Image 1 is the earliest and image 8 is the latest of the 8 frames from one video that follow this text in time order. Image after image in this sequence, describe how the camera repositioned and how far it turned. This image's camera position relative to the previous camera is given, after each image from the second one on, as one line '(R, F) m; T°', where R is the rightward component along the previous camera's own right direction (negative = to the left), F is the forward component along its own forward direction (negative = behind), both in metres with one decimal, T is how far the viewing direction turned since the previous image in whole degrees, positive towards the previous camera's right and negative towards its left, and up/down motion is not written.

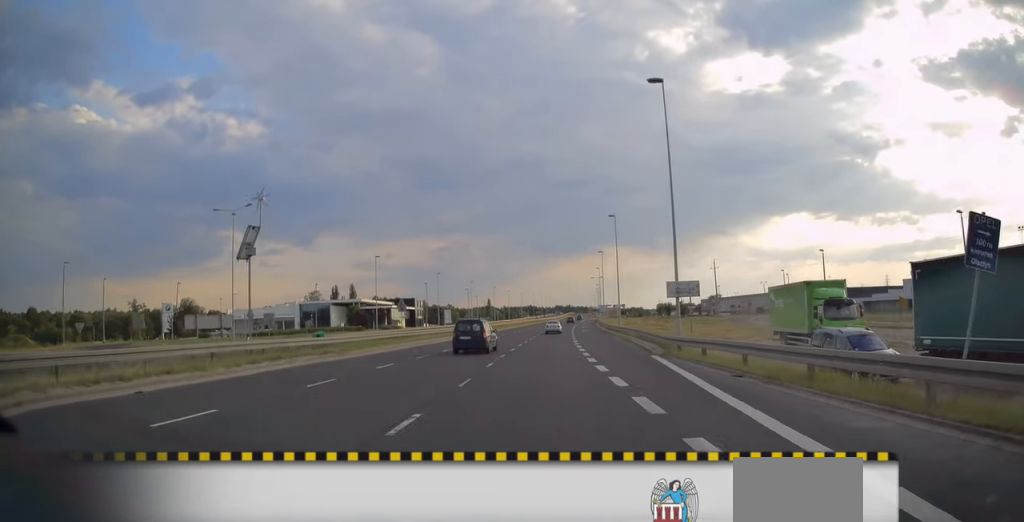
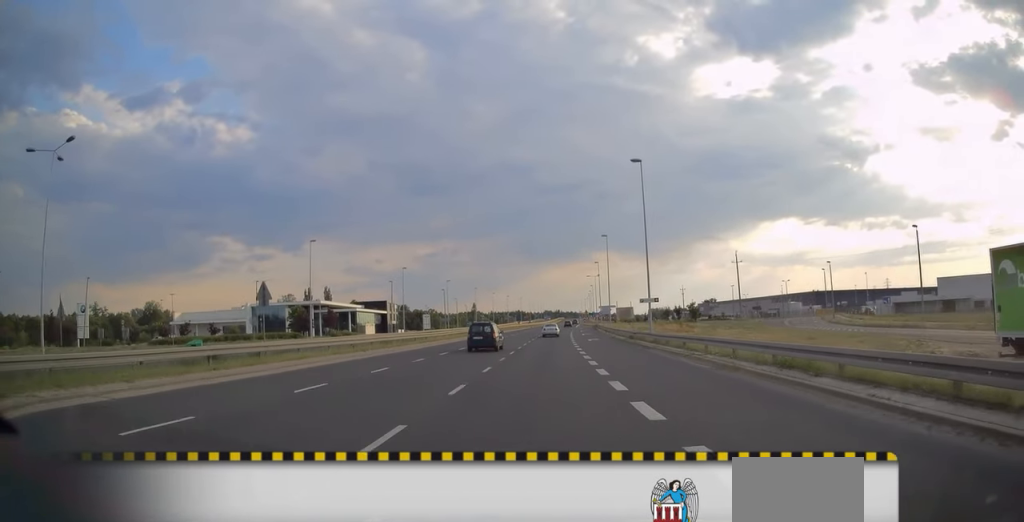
(0.0, +23.9) m; +1°
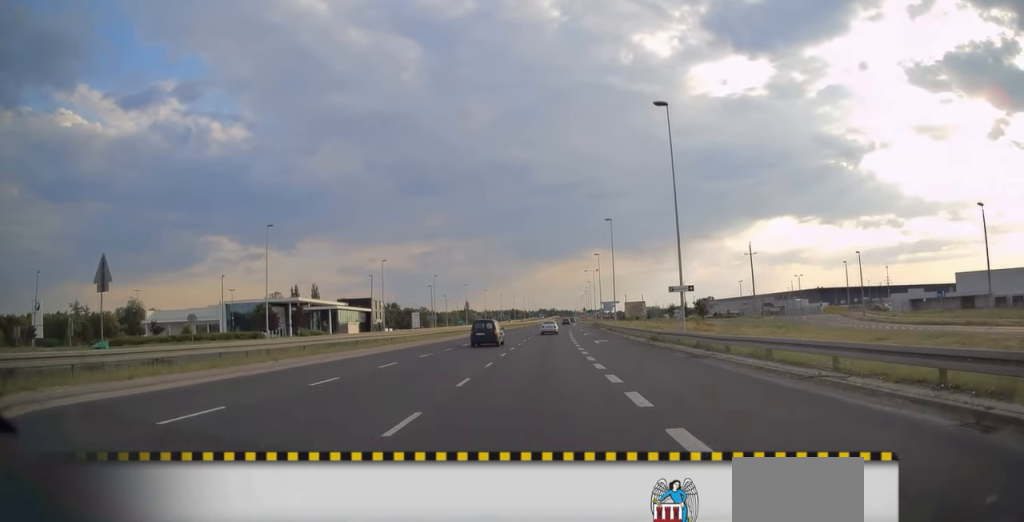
(0.0, +10.9) m; +1°
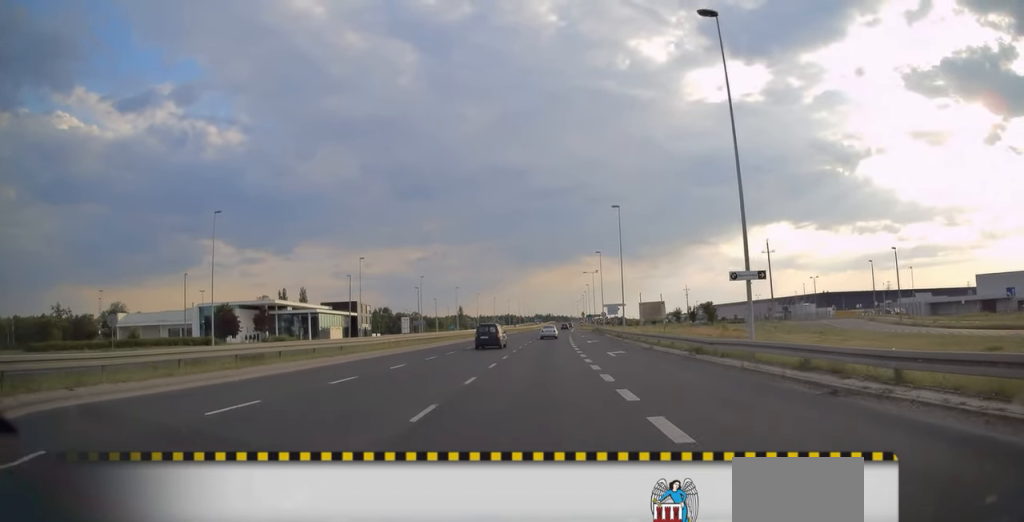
(+0.2, +10.5) m; +1°
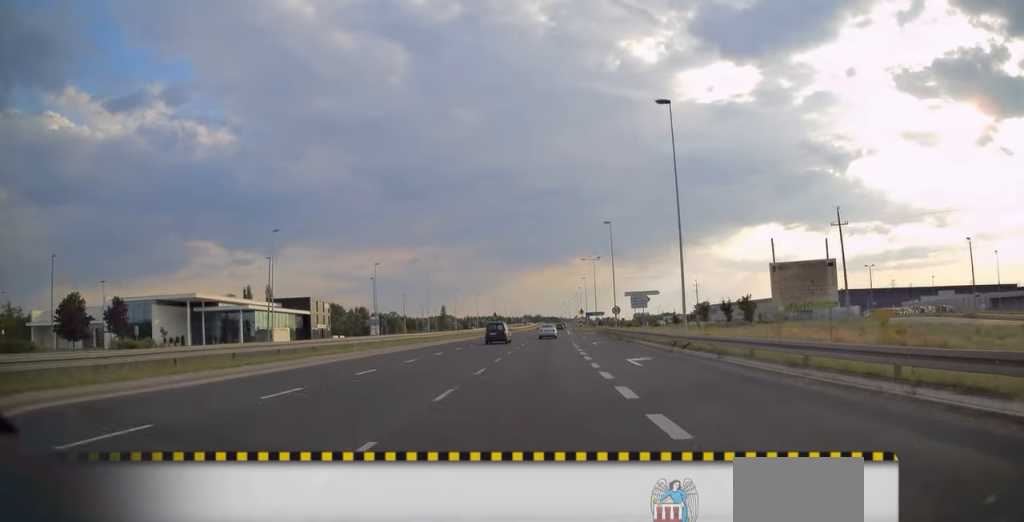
(+0.5, +27.7) m; +2°
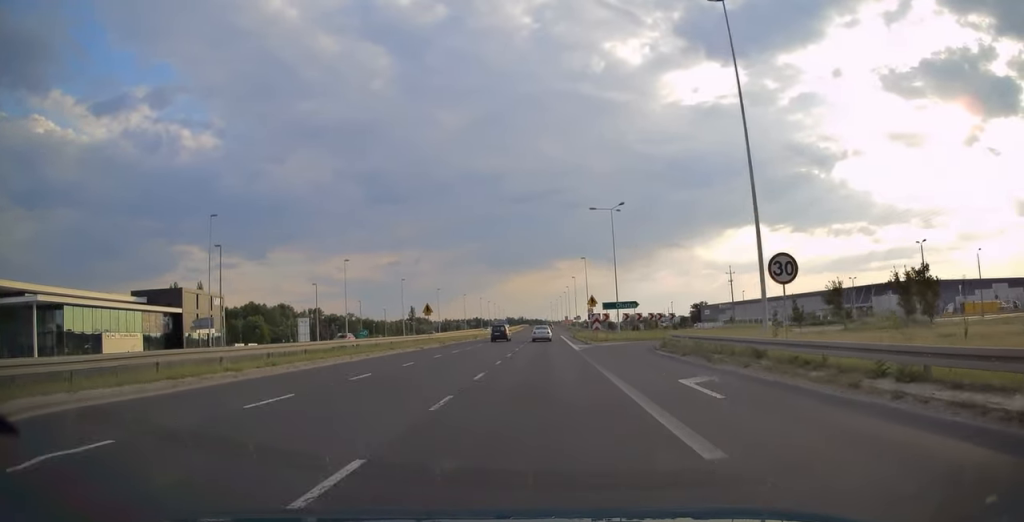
(+0.3, +48.5) m; +1°
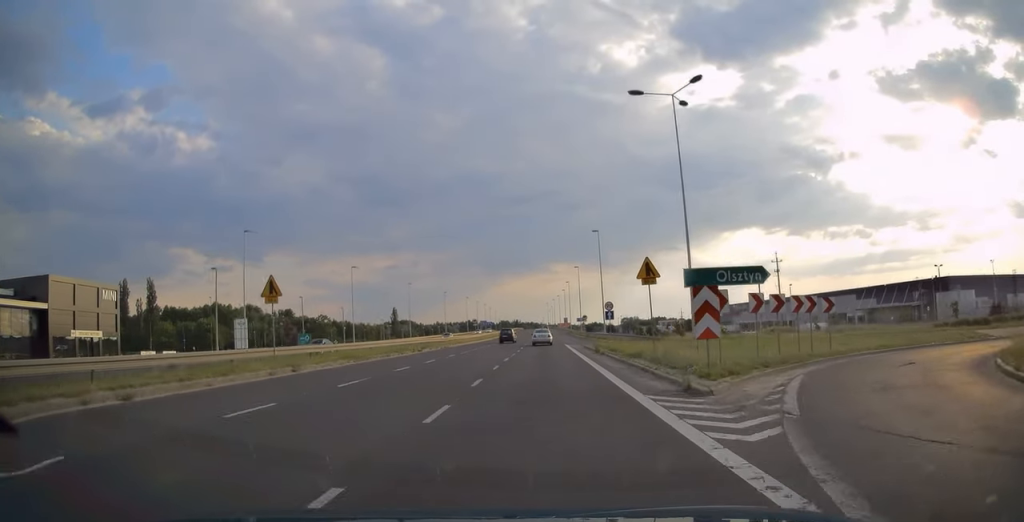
(+0.4, +31.1) m; +1°
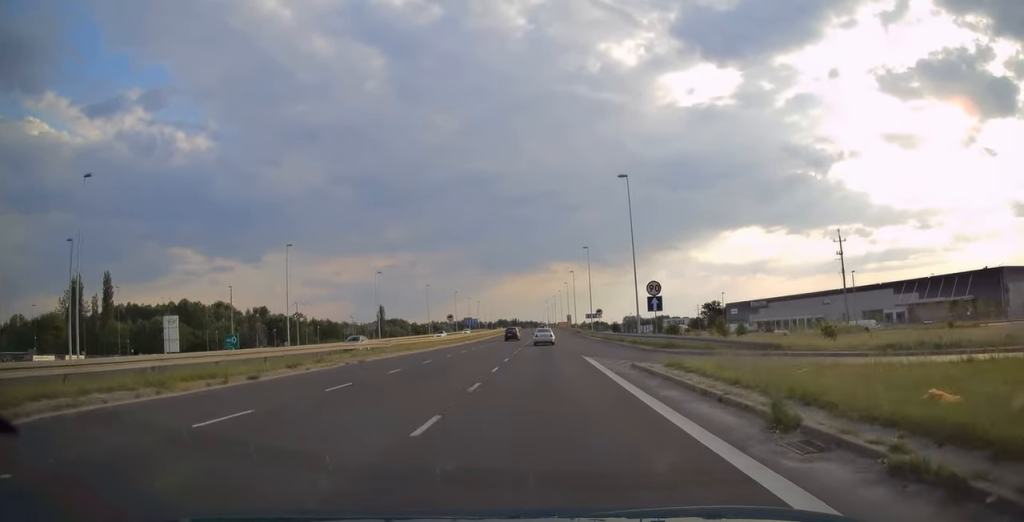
(0.0, +24.7) m; 0°
